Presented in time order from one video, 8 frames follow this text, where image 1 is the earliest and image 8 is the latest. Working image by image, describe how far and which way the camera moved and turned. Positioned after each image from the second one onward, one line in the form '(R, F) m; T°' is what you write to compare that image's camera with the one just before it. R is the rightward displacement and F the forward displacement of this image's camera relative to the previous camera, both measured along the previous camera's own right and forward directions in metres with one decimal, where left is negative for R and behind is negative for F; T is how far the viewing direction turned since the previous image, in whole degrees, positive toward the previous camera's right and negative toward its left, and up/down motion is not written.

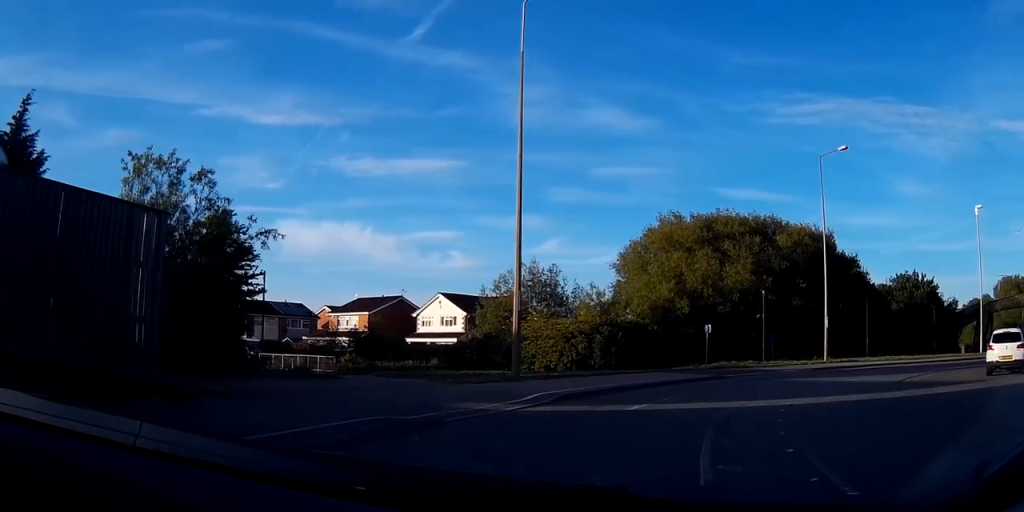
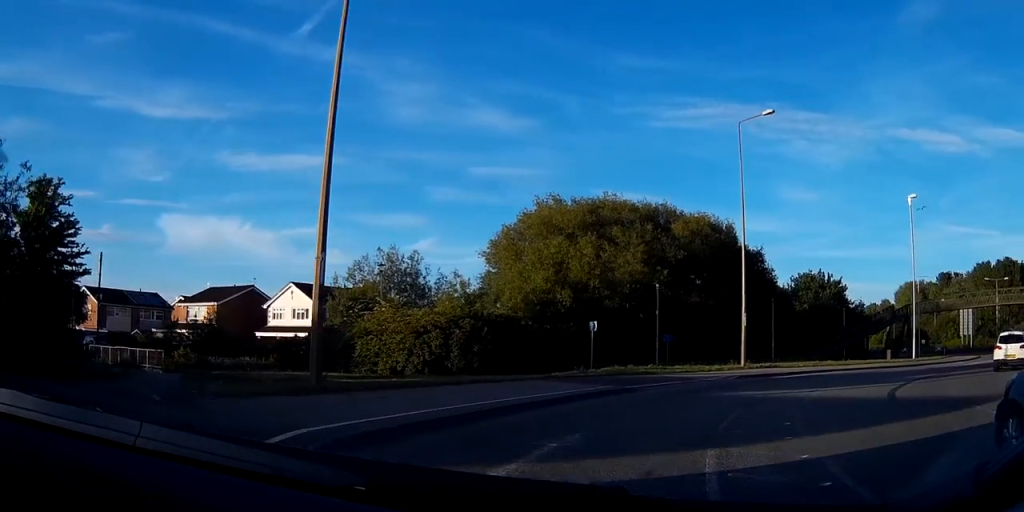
(+0.3, +7.8) m; +6°
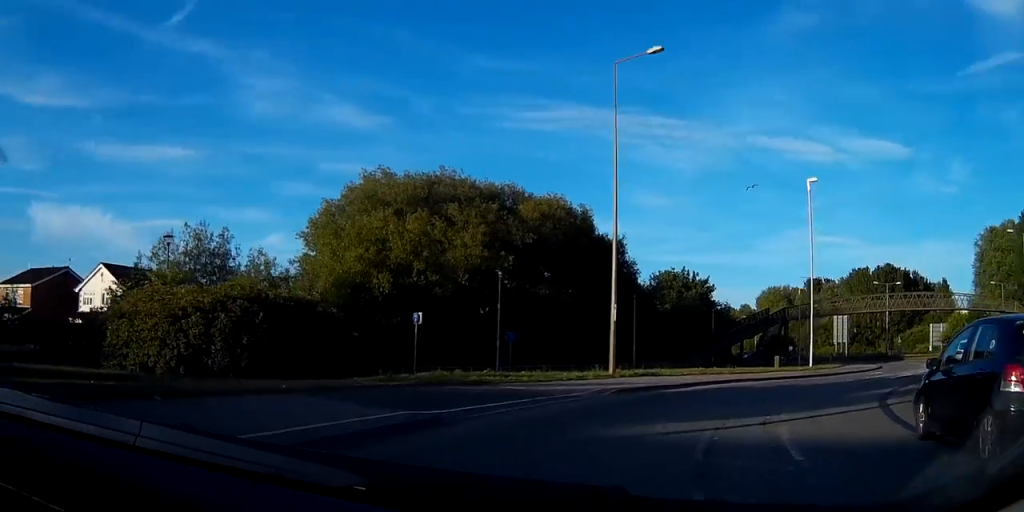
(+0.5, +8.4) m; +8°
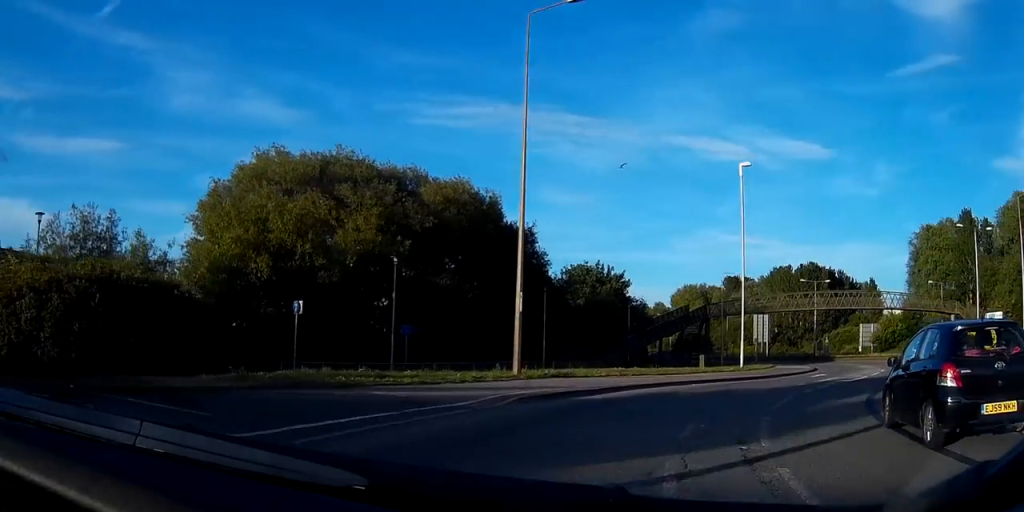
(+0.2, +4.3) m; +5°
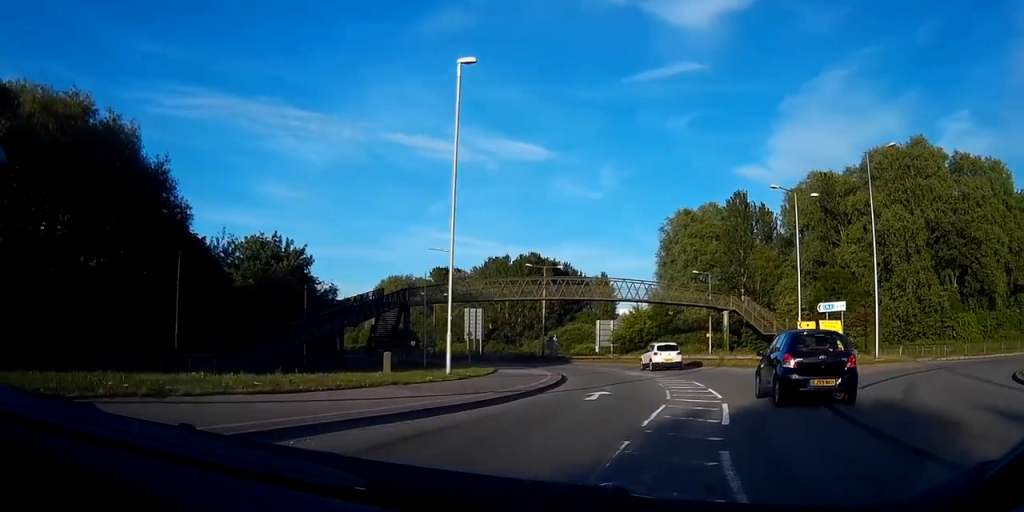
(+2.8, +15.6) m; +24°
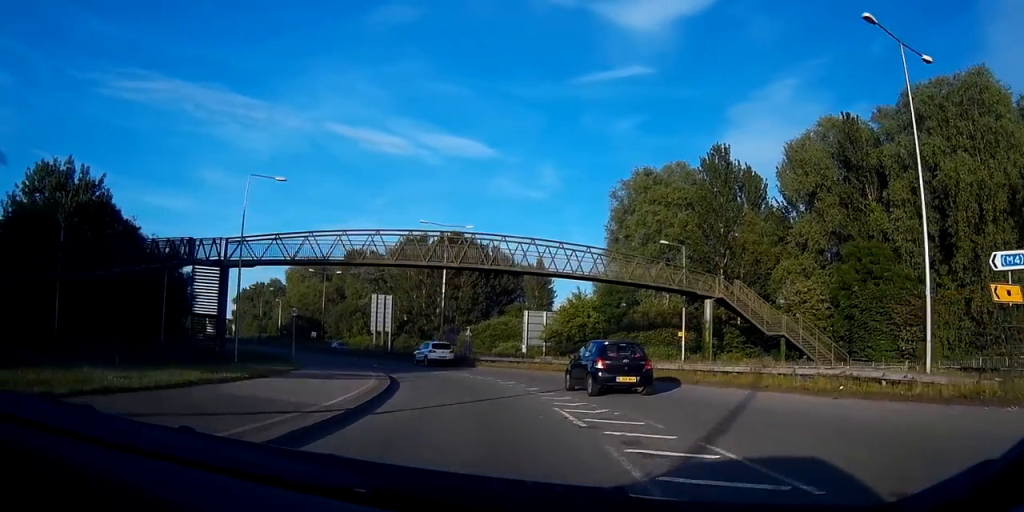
(+5.3, +22.0) m; +18°
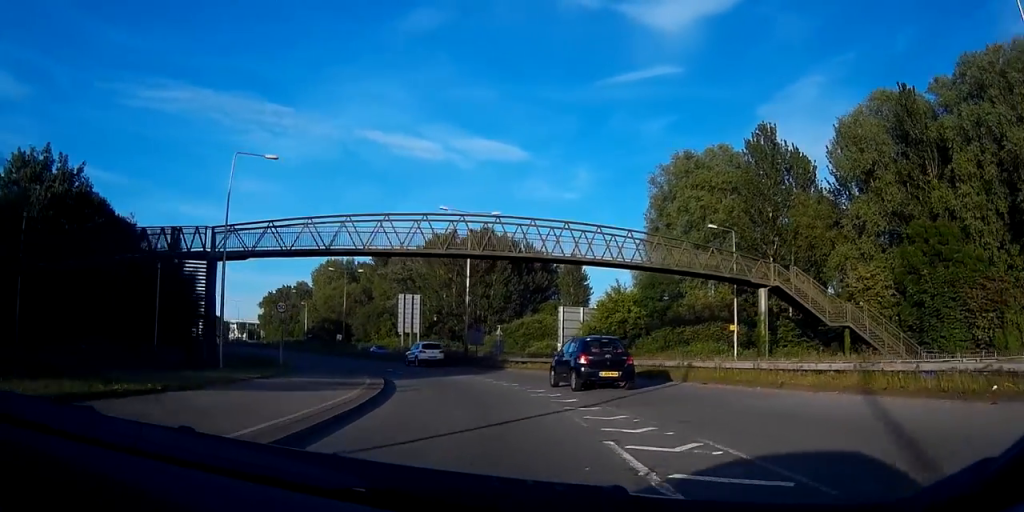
(0.0, +5.6) m; -1°
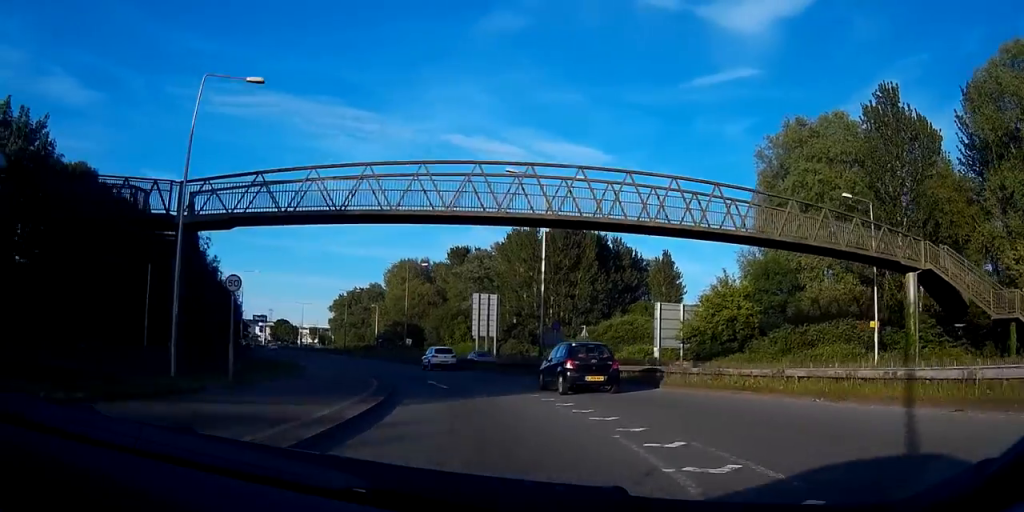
(-0.1, +10.3) m; -3°
